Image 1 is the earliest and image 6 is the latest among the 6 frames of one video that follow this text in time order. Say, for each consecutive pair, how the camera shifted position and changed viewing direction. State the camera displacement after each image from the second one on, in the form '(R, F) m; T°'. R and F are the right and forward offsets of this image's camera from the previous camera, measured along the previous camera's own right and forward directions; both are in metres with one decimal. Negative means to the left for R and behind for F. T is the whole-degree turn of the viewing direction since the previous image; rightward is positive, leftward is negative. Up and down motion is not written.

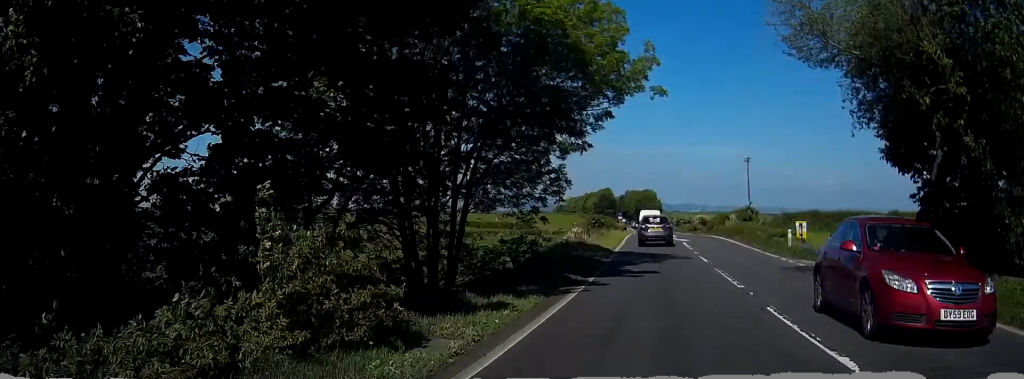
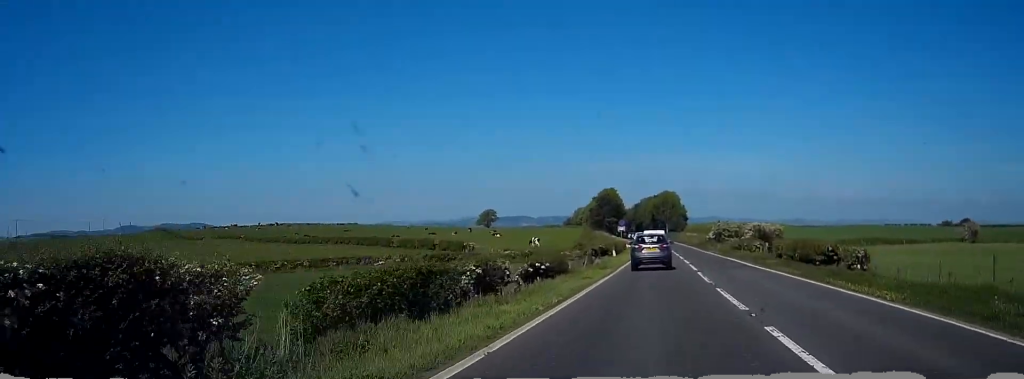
(-1.4, +73.4) m; -2°
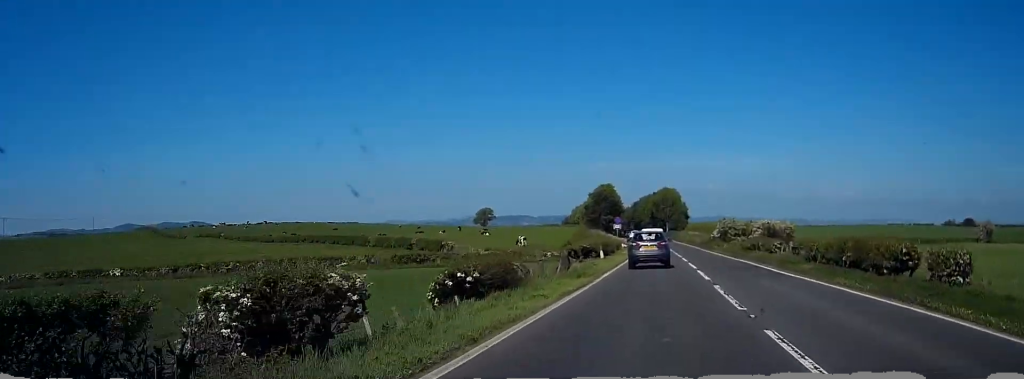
(0.0, +9.5) m; 0°
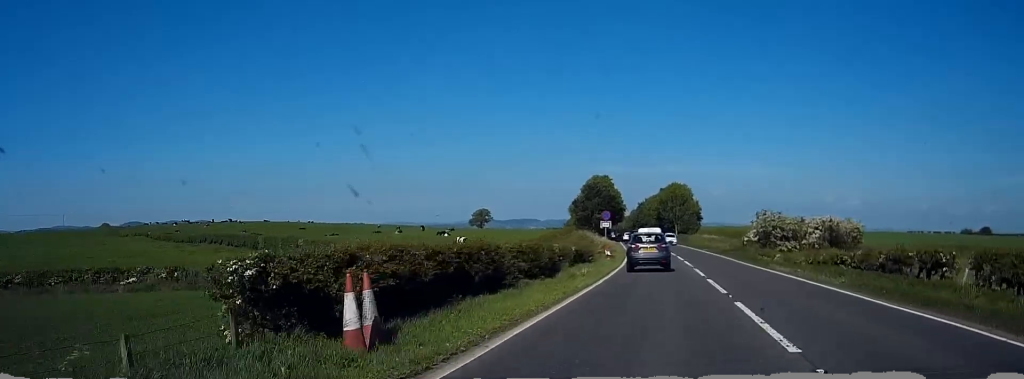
(-0.1, +32.2) m; 0°
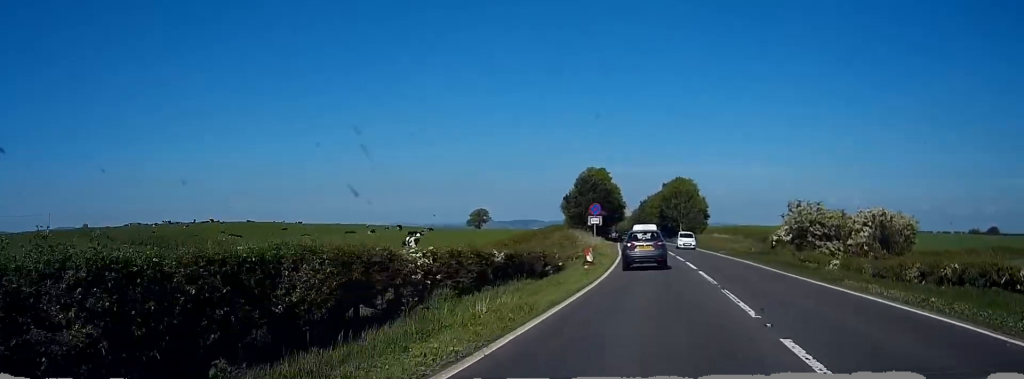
(0.0, +14.5) m; 0°
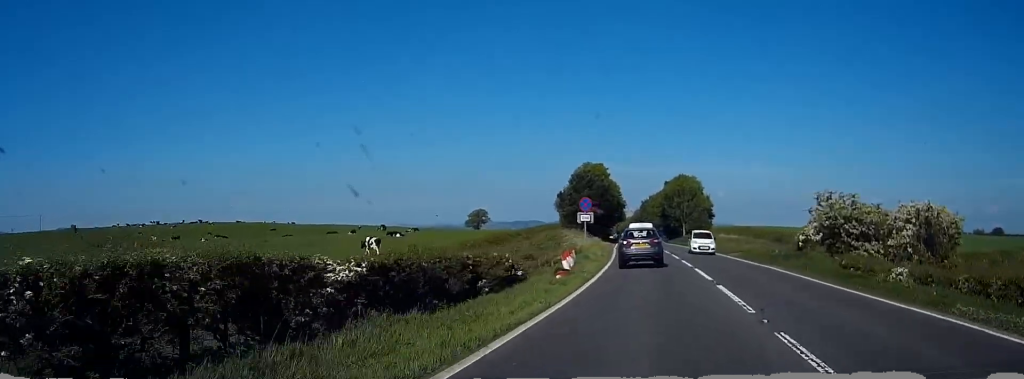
(0.0, +8.5) m; 0°
